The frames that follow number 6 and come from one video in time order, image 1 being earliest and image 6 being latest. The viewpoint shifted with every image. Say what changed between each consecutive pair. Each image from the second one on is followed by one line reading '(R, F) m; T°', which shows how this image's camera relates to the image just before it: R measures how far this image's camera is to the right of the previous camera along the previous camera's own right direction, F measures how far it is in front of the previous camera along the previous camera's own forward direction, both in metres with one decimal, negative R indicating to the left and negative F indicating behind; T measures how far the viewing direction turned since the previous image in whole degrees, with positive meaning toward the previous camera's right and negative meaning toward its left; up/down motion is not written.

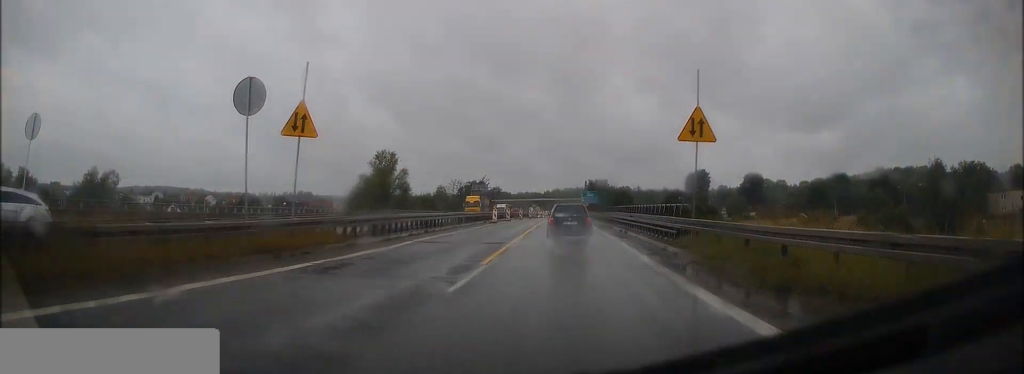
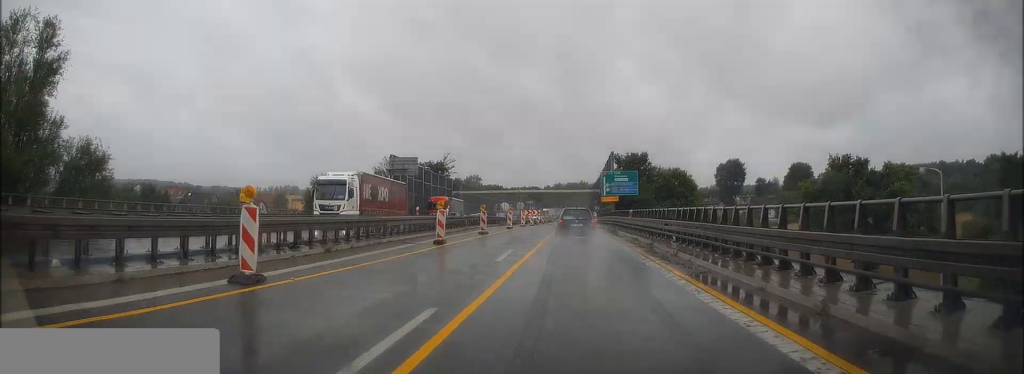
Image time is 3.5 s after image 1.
(-0.5, +65.2) m; -1°
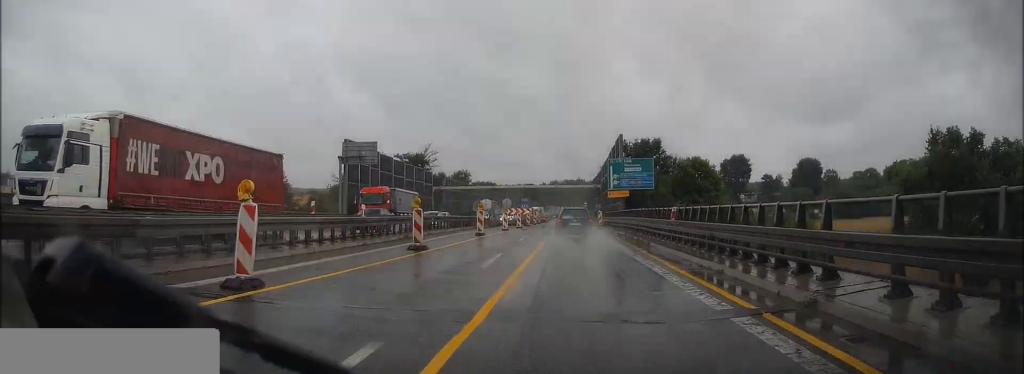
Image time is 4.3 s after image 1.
(0.0, +13.9) m; 0°
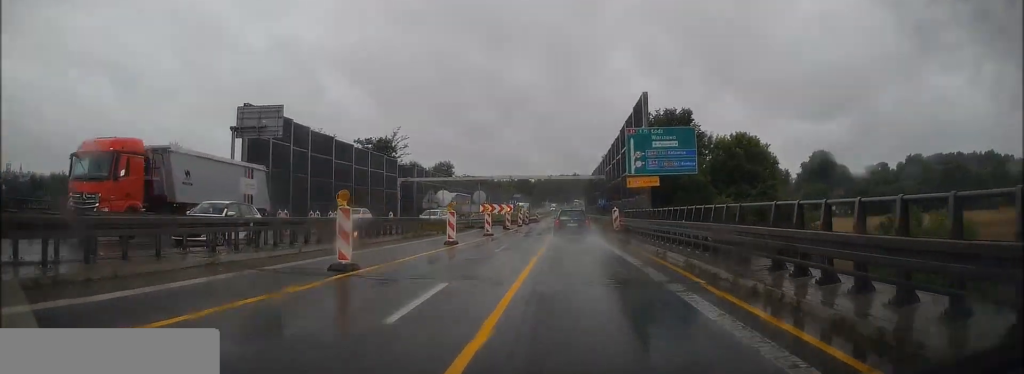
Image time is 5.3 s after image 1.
(0.0, +18.3) m; 0°
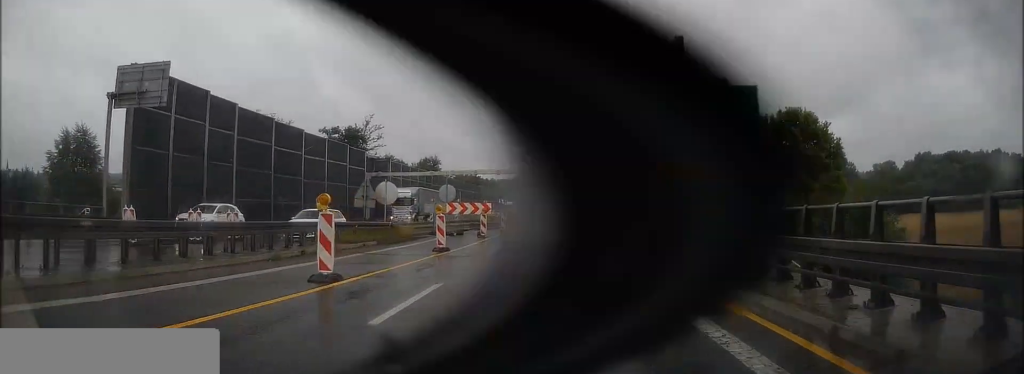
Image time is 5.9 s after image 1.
(+0.1, +11.7) m; 0°
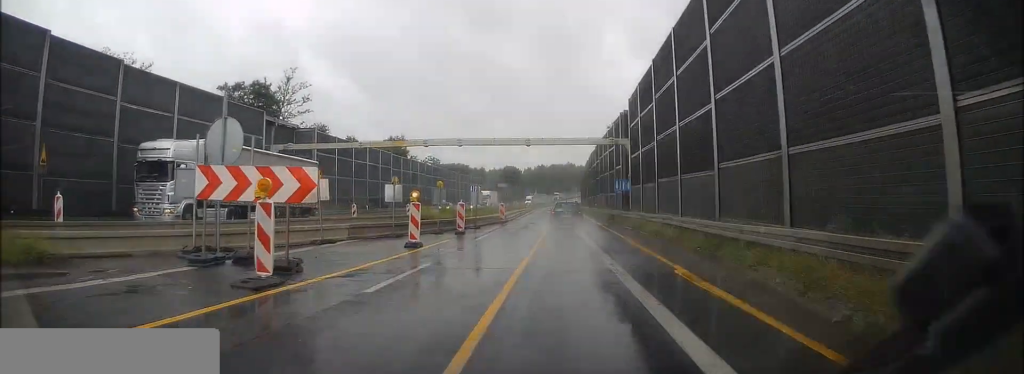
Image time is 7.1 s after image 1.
(0.0, +23.0) m; 0°
